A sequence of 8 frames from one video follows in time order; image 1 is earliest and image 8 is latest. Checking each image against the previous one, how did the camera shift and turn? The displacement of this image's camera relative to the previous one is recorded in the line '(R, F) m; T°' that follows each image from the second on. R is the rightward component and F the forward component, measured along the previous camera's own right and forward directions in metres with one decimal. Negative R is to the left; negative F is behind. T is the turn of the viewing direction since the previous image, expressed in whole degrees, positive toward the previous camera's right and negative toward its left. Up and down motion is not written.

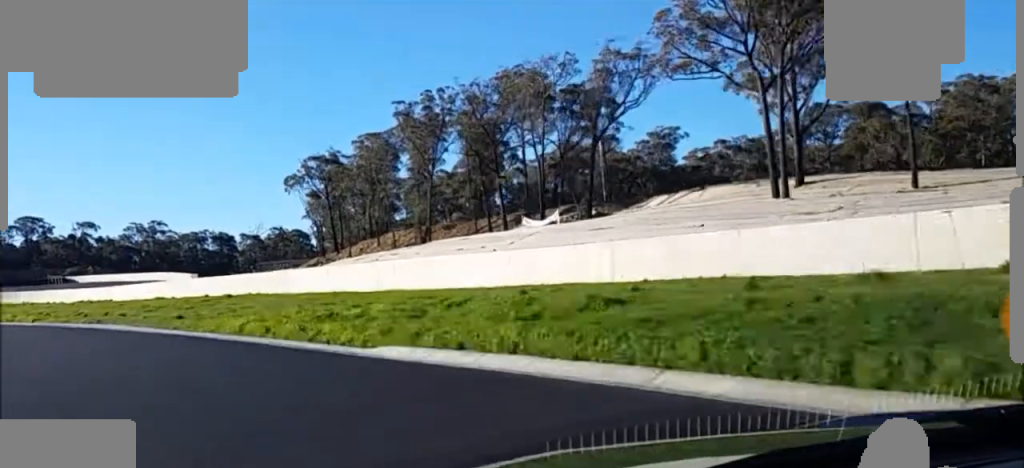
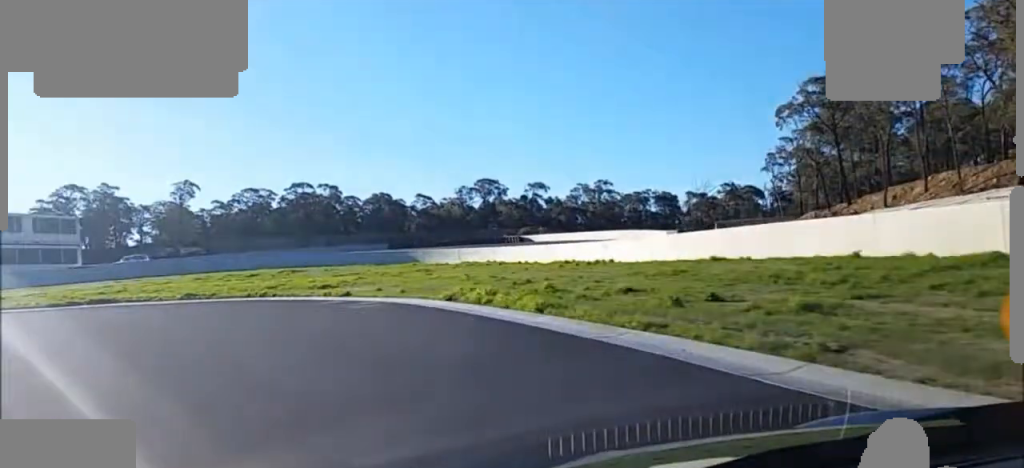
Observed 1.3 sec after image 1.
(-1.4, +25.0) m; -21°
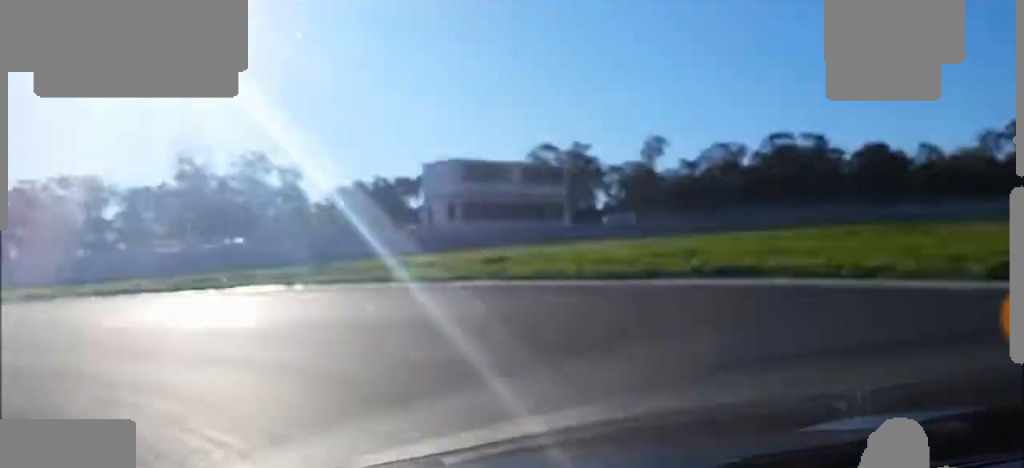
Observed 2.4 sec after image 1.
(-5.6, +17.4) m; -34°
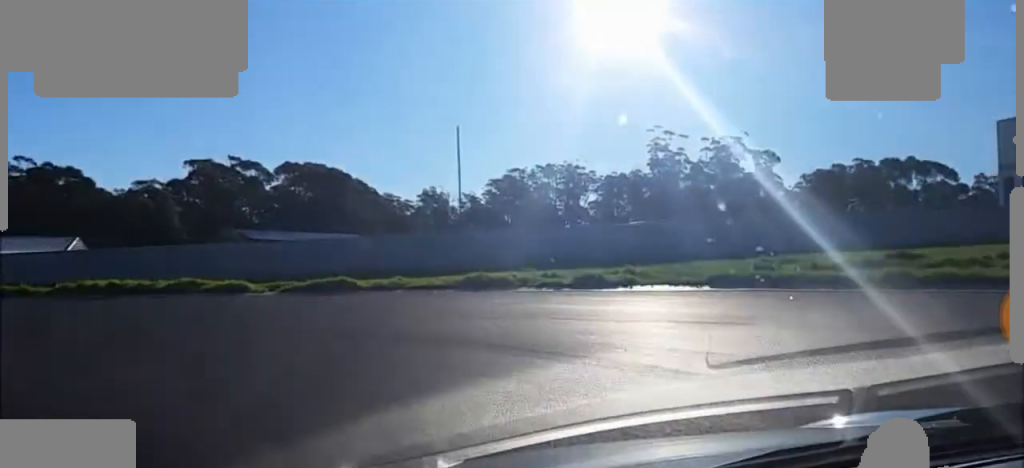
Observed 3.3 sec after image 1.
(-3.7, +15.8) m; -30°
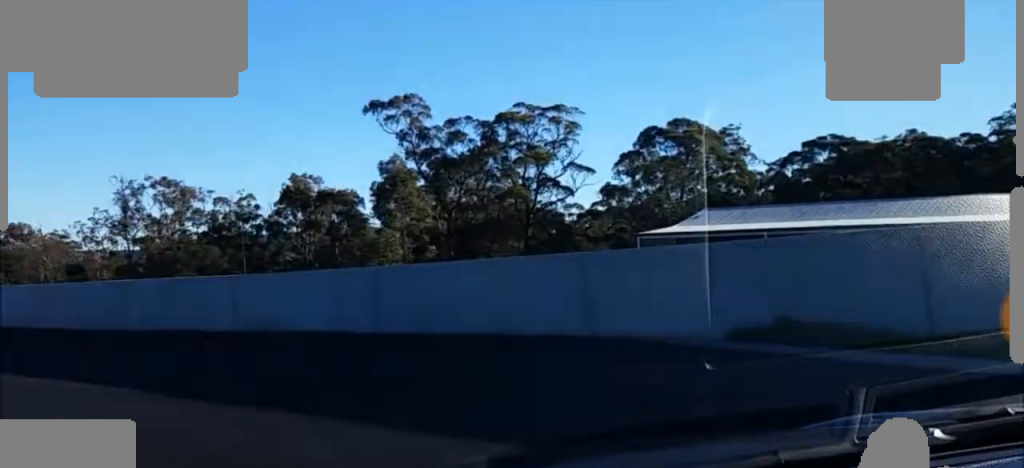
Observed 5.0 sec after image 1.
(-15.2, +21.7) m; -66°
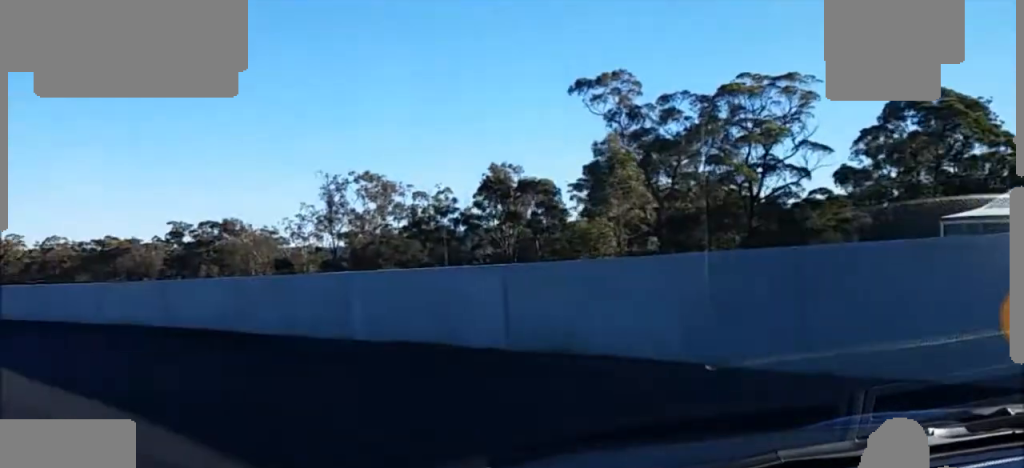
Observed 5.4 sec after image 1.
(-0.7, +7.5) m; -9°
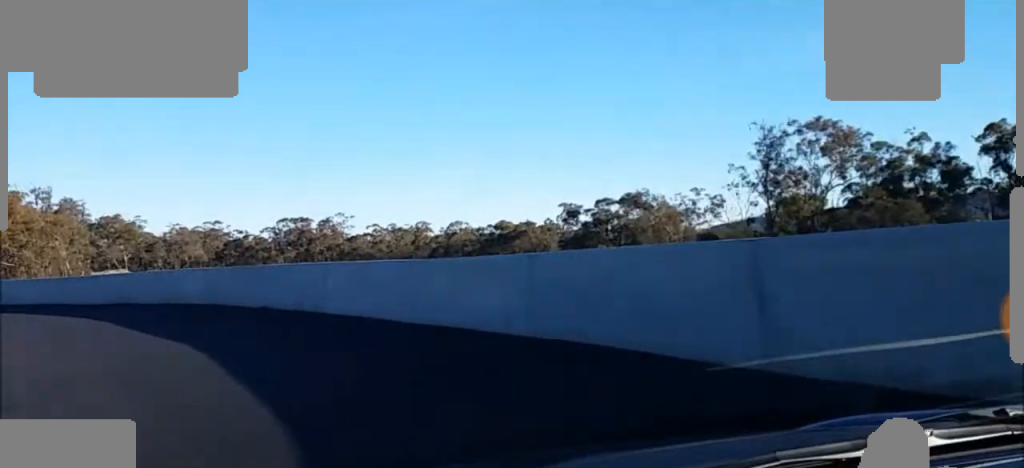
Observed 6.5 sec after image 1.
(-3.9, +19.4) m; -22°
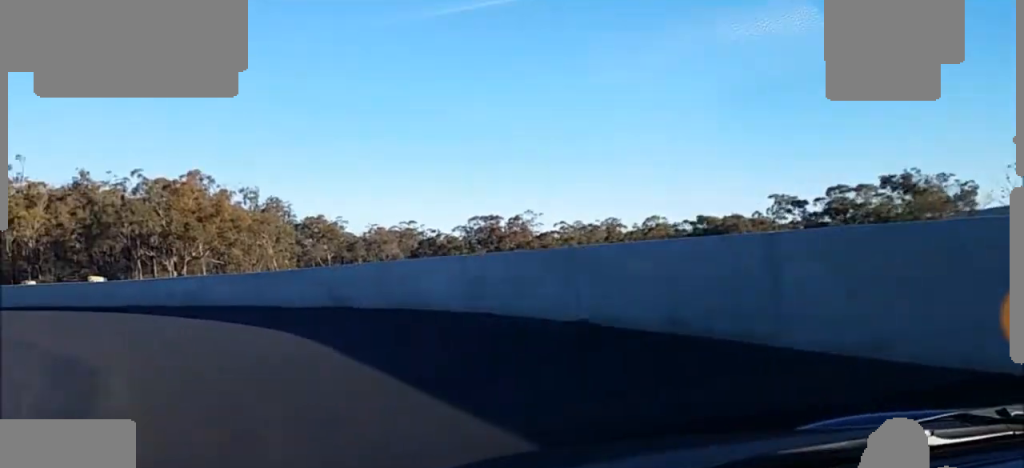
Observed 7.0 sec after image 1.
(-0.7, +11.0) m; -10°
